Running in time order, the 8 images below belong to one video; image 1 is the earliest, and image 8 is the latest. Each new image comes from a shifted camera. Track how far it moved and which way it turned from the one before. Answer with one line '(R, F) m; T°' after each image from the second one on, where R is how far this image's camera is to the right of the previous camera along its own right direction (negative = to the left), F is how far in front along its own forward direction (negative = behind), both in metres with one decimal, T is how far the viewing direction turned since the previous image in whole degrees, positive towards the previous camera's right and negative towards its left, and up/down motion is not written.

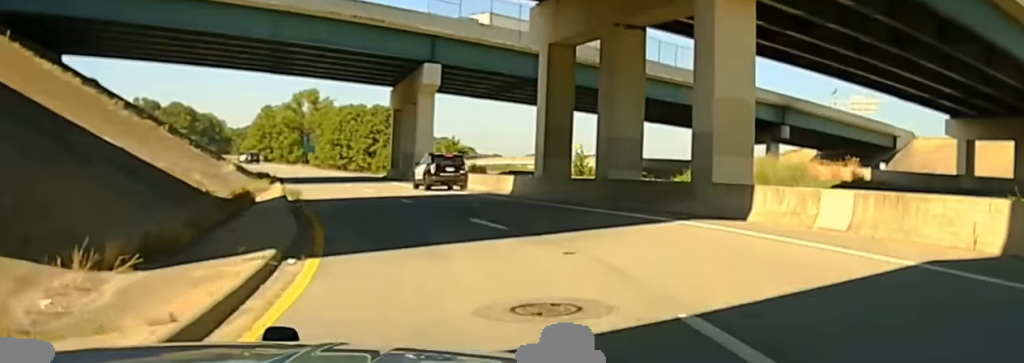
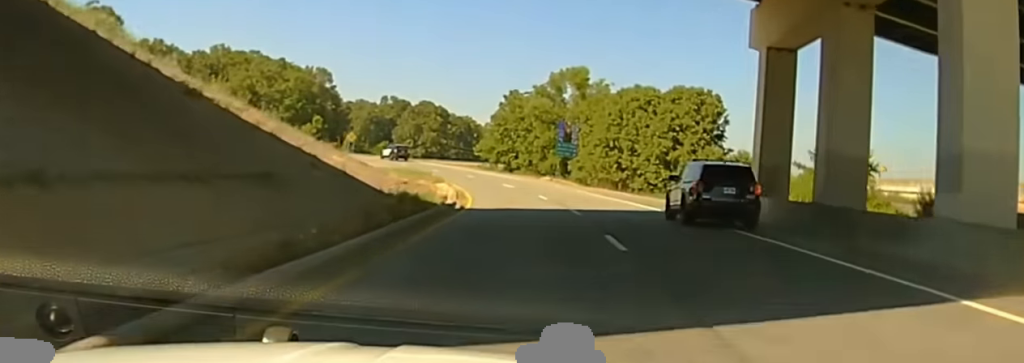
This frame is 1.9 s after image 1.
(-12.5, +47.0) m; -26°
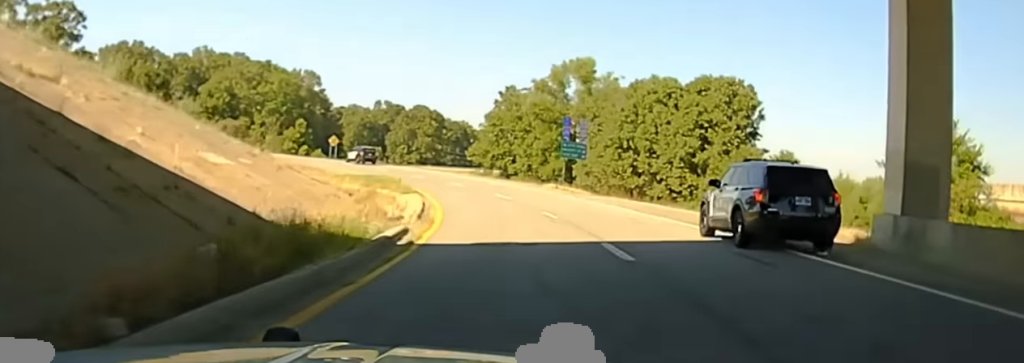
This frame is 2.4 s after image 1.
(-0.7, +12.8) m; -1°
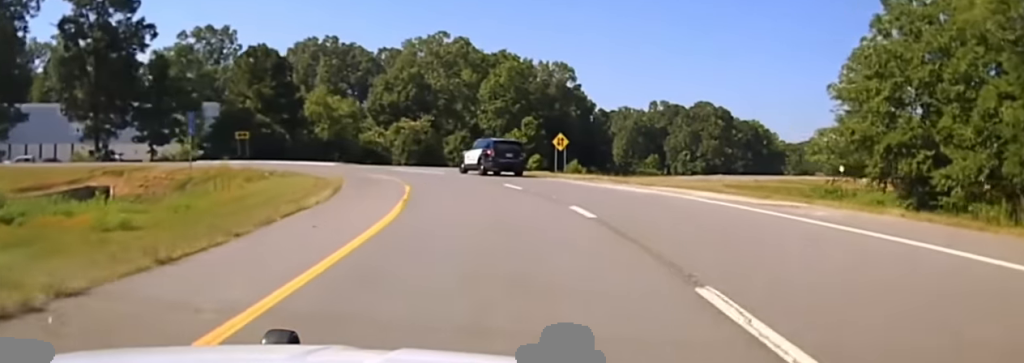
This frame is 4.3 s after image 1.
(-2.6, +56.1) m; -8°
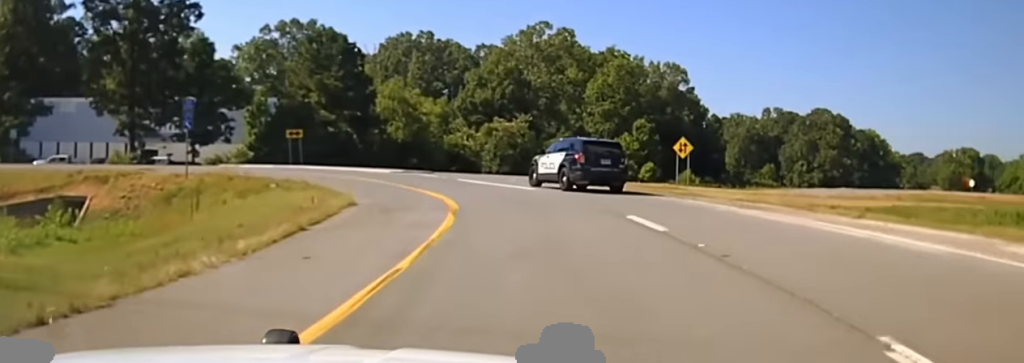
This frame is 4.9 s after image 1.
(-1.4, +16.8) m; -4°
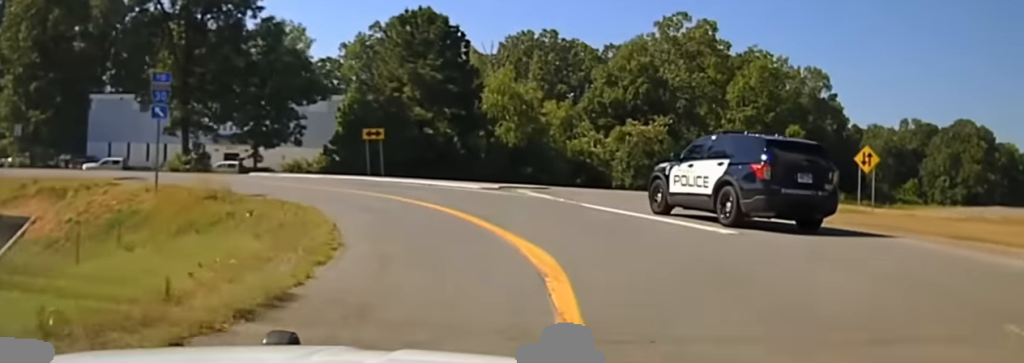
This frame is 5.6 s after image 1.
(0.0, +16.5) m; -7°
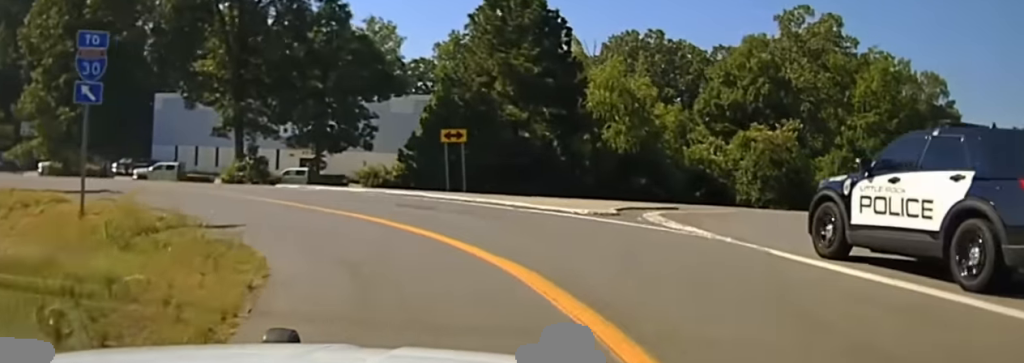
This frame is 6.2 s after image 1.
(-0.2, +12.5) m; -11°
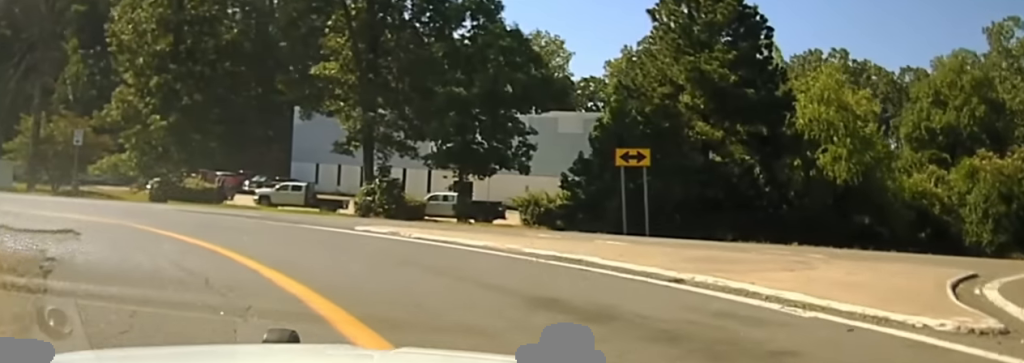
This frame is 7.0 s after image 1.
(-2.4, +11.4) m; -22°
